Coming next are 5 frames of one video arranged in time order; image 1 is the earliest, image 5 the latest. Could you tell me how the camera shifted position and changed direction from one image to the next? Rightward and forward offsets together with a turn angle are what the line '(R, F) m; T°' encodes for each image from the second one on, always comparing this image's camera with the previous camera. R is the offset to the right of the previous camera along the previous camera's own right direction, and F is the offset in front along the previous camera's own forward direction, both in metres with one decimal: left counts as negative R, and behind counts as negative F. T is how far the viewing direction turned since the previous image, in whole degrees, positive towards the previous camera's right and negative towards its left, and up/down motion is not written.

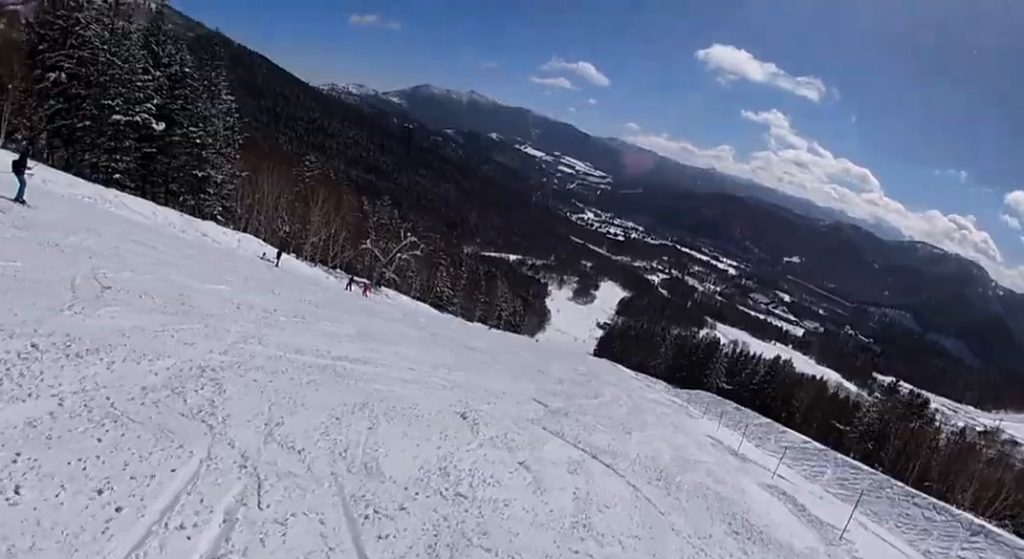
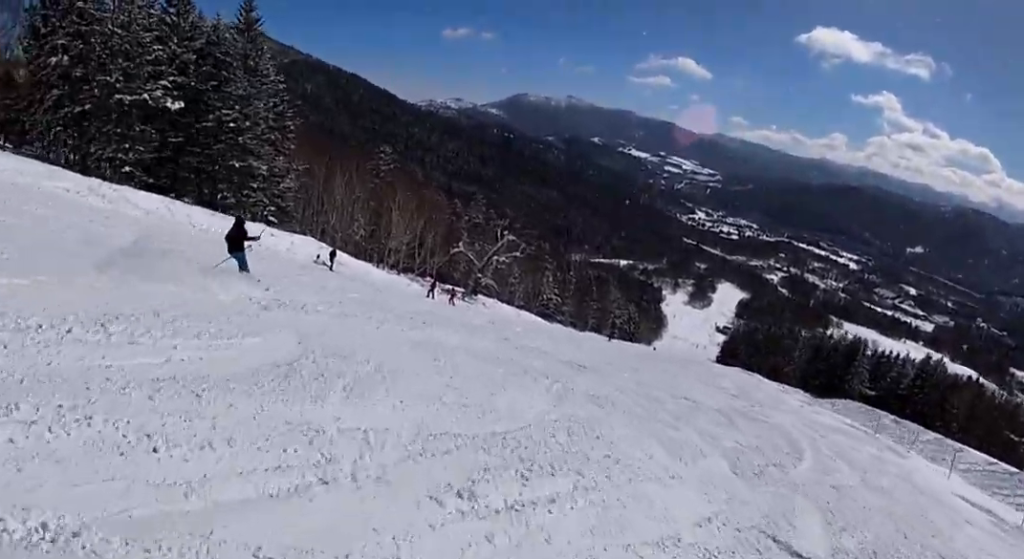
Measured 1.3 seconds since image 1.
(-2.5, +9.7) m; -28°
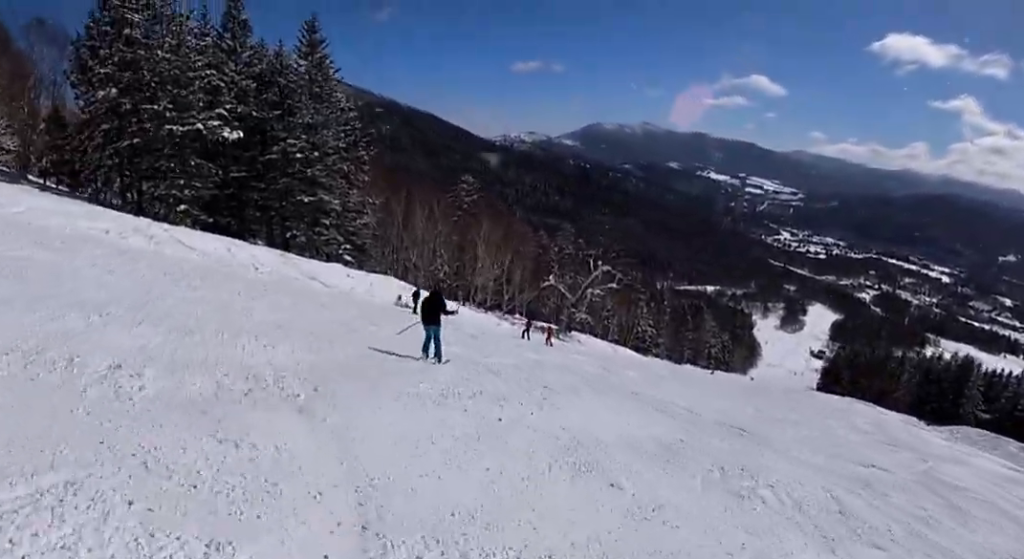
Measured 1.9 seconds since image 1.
(-1.3, +4.7) m; -8°
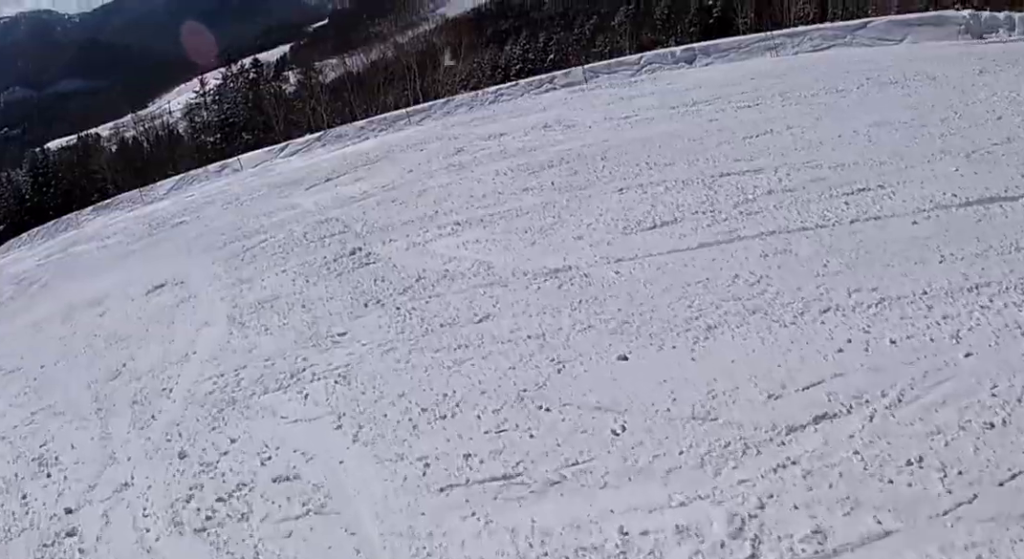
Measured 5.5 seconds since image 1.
(+14.5, +19.9) m; +65°
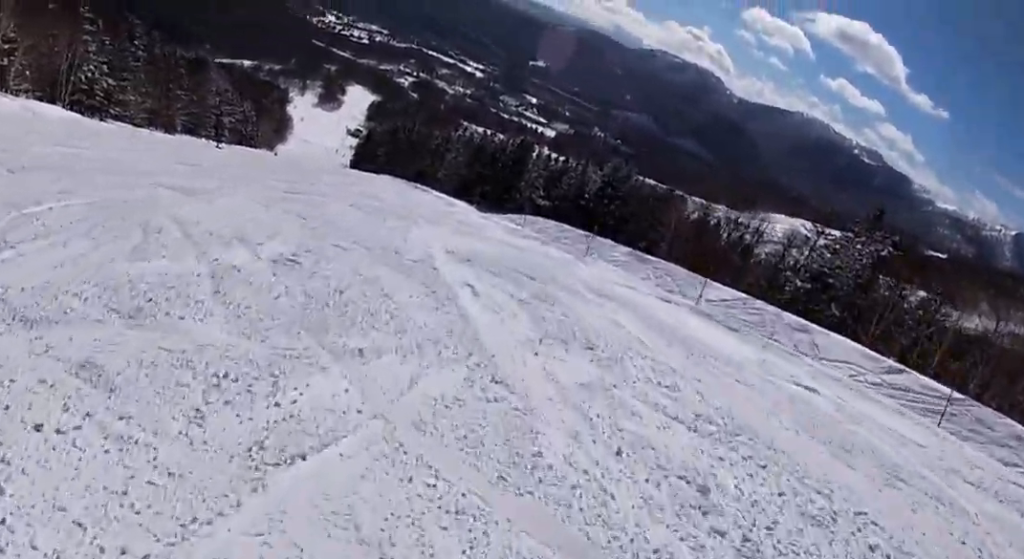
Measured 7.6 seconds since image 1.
(-2.9, +17.1) m; -31°
